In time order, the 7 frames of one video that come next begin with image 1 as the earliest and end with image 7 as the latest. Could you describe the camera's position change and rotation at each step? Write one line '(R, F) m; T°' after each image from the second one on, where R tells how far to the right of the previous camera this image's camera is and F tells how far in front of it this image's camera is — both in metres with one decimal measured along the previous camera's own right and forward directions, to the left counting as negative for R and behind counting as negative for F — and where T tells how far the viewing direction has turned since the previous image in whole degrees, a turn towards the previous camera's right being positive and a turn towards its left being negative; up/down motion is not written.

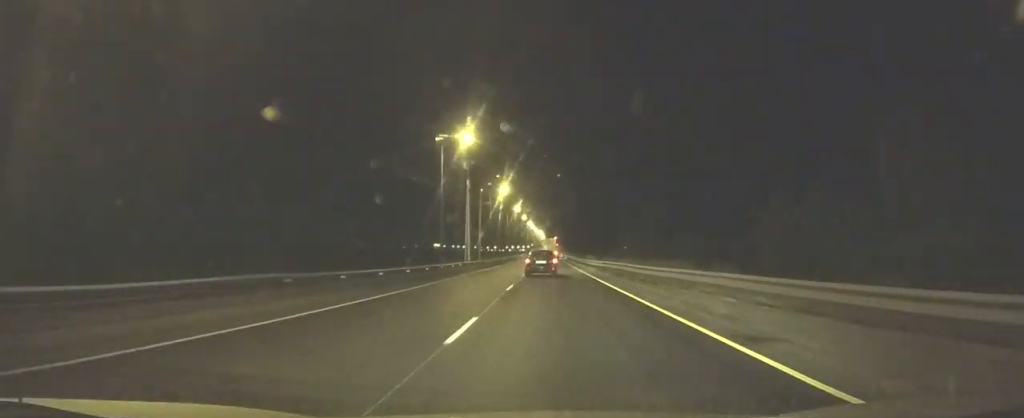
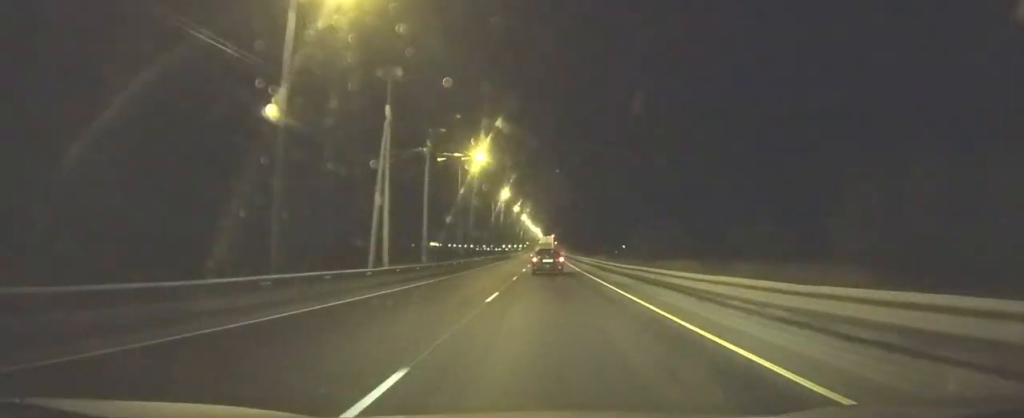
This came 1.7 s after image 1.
(+0.1, +28.9) m; 0°
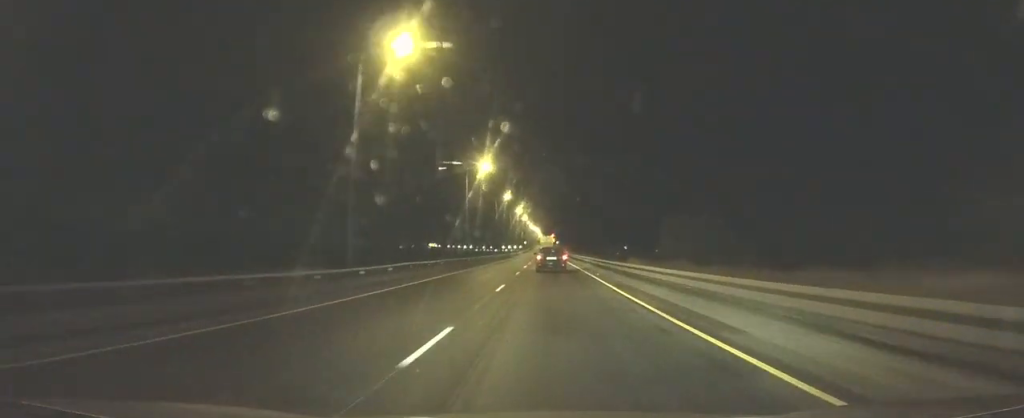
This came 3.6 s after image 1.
(-0.1, +33.5) m; 0°
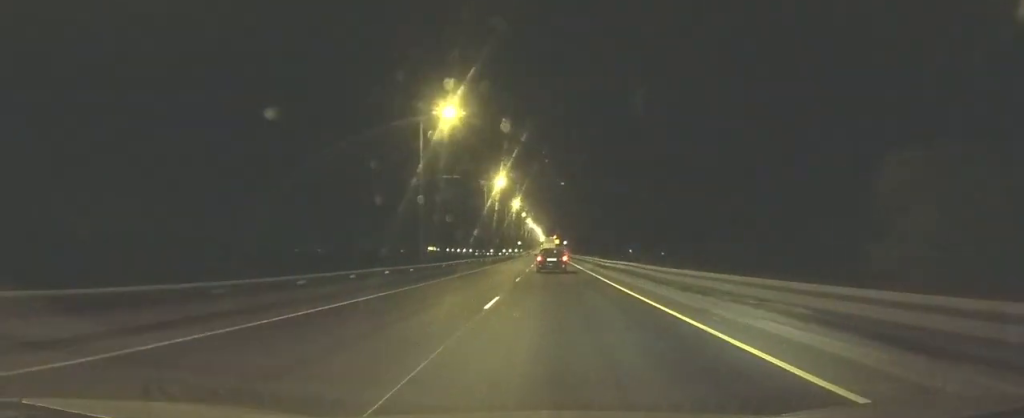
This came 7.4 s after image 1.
(0.0, +66.2) m; 0°
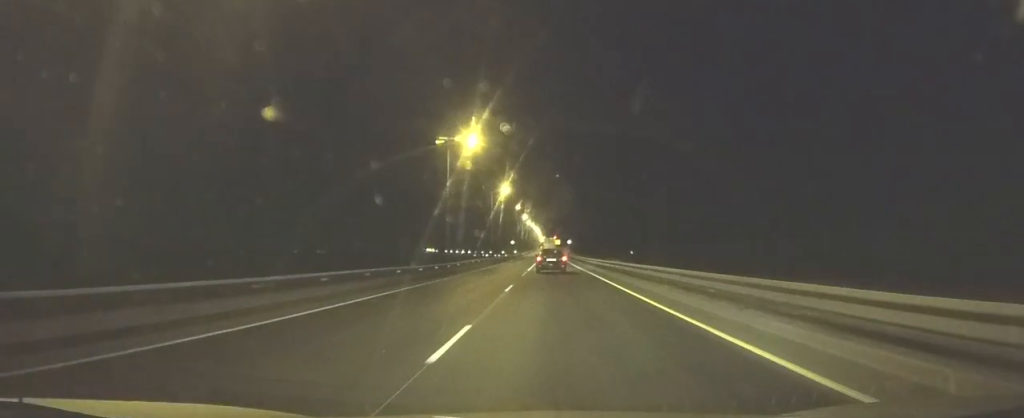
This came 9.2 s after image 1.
(-0.2, +30.4) m; -1°
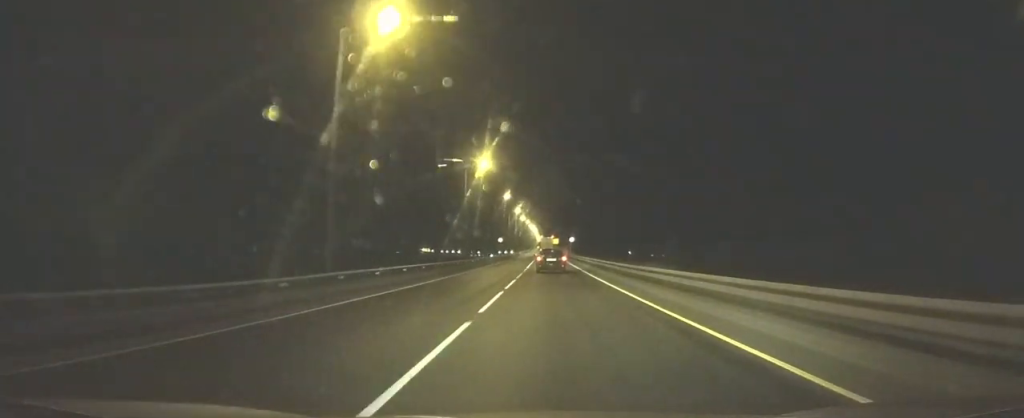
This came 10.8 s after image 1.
(-0.1, +26.7) m; 0°
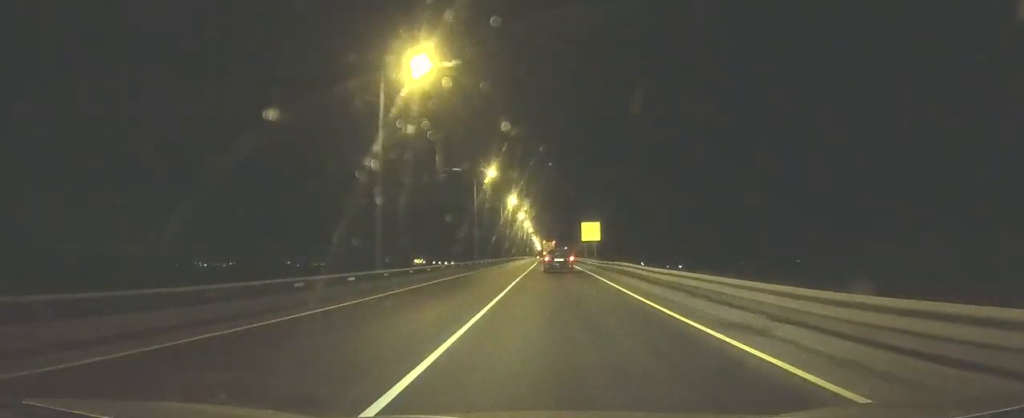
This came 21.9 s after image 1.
(-0.5, +196.4) m; +1°
